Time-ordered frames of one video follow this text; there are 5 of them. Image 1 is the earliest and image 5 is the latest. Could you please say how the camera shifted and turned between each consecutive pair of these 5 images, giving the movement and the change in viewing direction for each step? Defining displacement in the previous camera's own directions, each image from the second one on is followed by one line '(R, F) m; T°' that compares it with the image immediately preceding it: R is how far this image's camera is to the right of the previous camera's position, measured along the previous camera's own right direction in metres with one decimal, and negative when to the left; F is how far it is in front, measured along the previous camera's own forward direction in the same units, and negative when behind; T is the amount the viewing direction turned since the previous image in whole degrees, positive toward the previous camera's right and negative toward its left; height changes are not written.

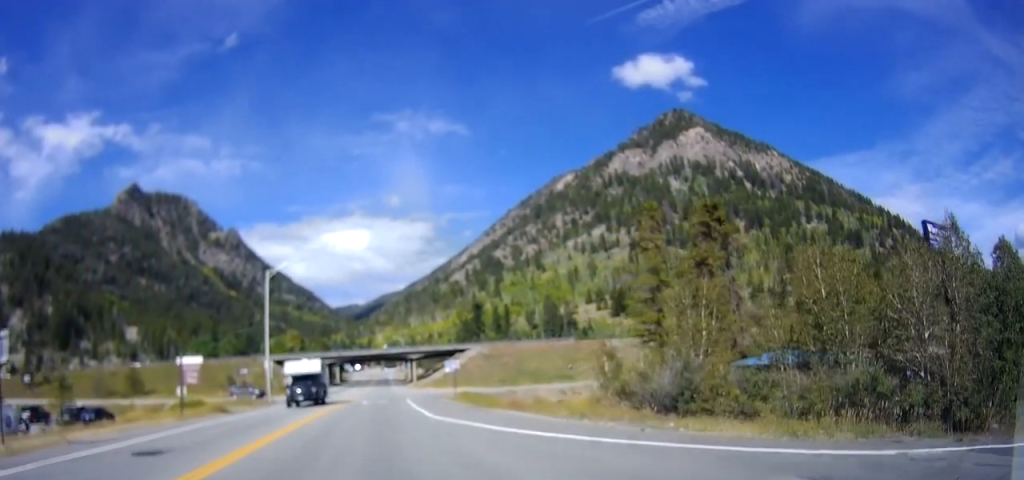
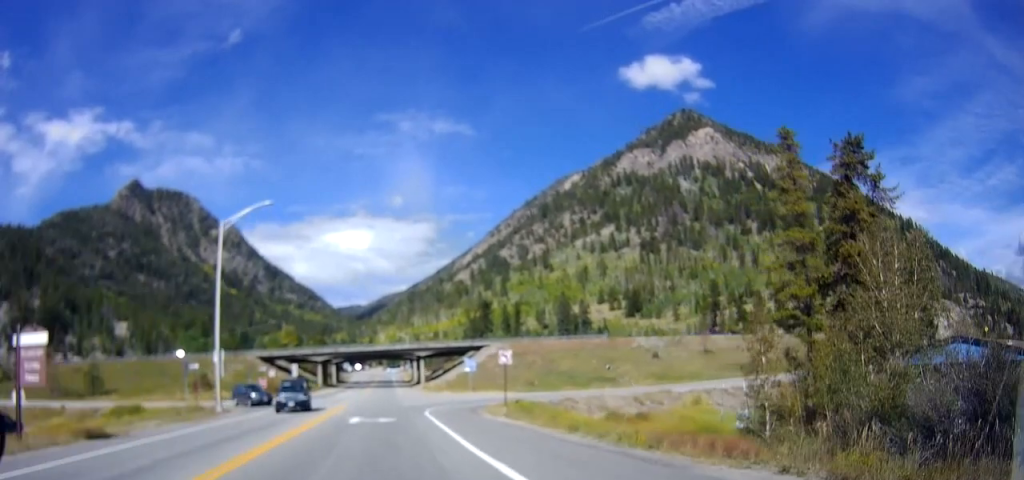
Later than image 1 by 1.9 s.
(+0.6, +17.3) m; -1°
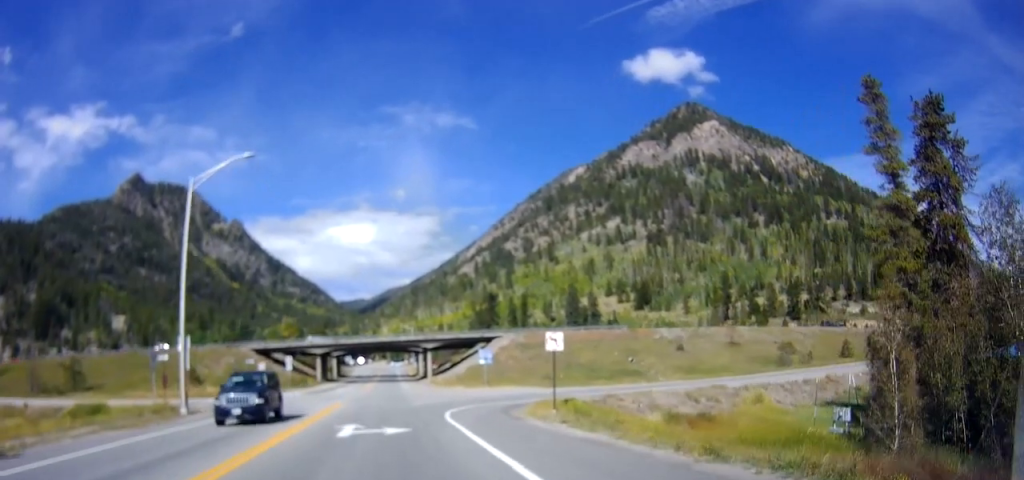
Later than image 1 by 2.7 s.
(+0.1, +7.5) m; 0°
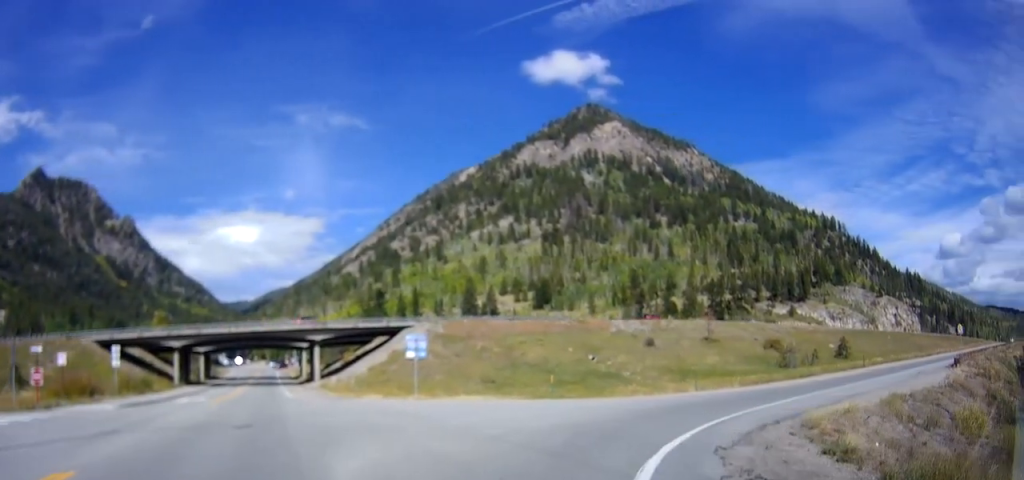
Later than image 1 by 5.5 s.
(-0.9, +26.0) m; +4°
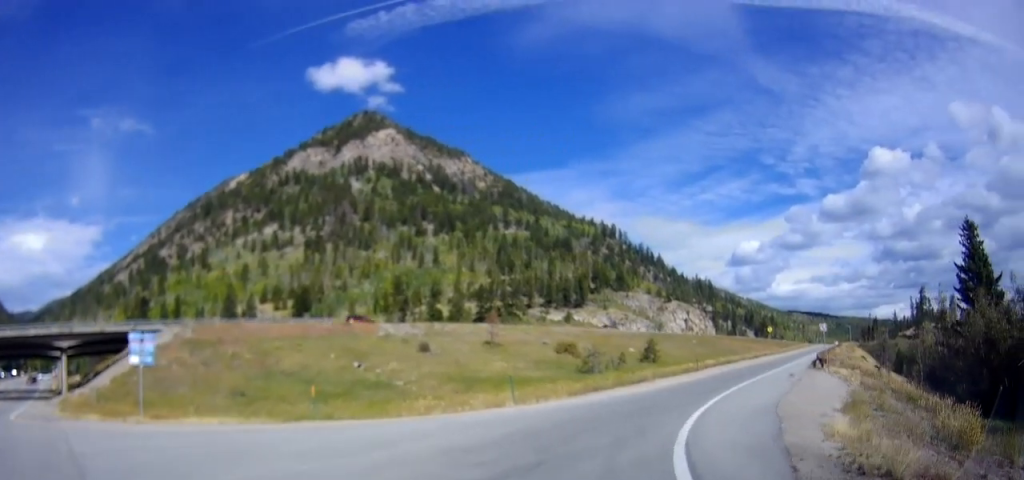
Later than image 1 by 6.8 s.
(+1.0, +11.3) m; +12°
